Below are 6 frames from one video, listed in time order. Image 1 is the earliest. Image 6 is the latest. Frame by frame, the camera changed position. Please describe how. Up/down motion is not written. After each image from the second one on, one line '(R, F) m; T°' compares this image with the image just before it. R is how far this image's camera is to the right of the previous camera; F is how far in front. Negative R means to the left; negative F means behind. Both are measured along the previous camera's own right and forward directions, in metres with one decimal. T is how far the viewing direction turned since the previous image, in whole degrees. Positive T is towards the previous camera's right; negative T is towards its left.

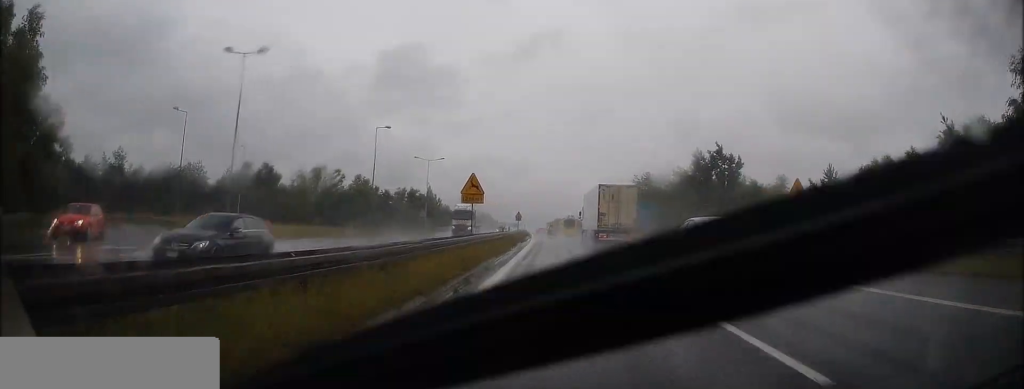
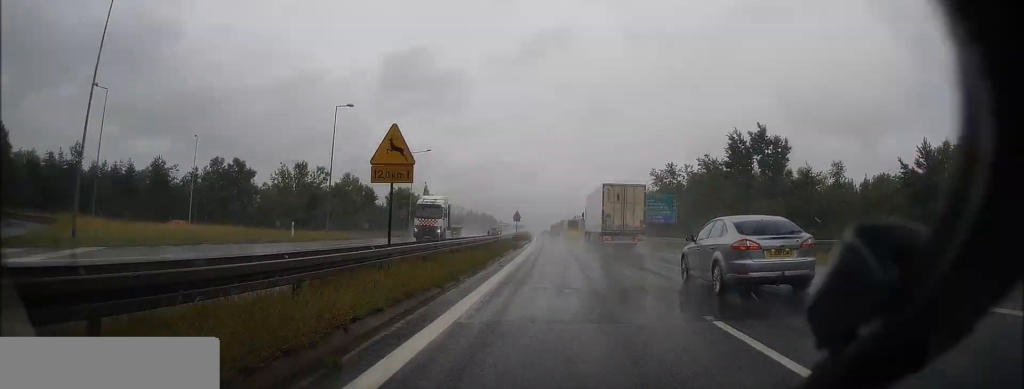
(0.0, +12.2) m; -1°
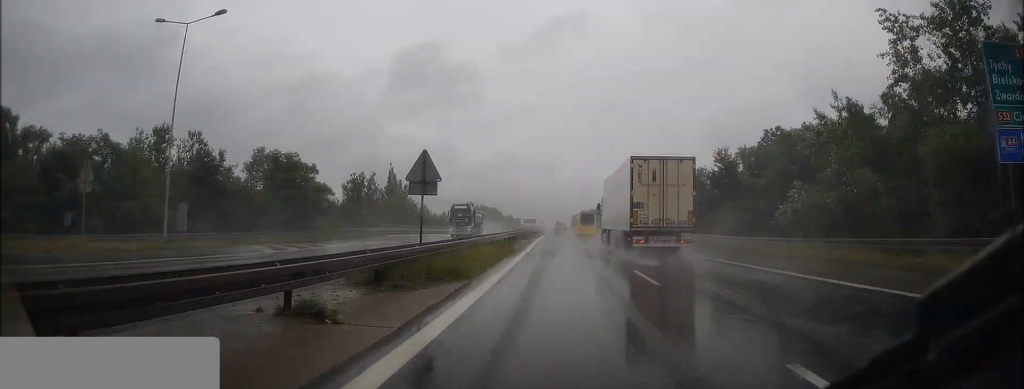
(-0.5, +52.0) m; -1°
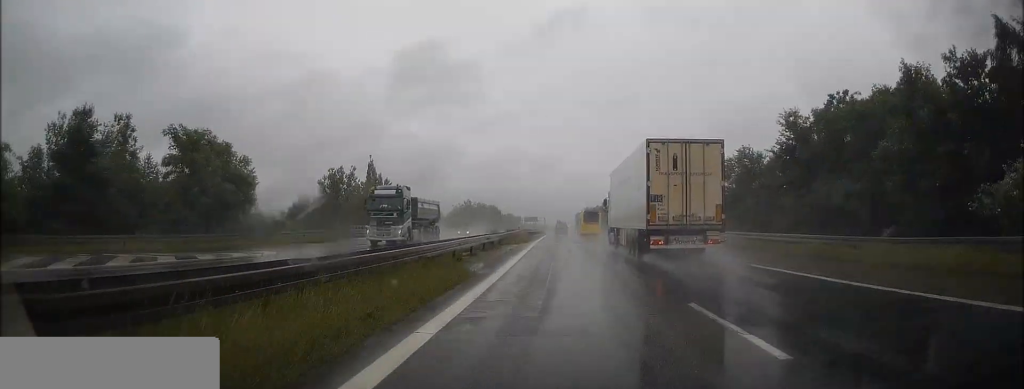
(-0.2, +16.0) m; 0°
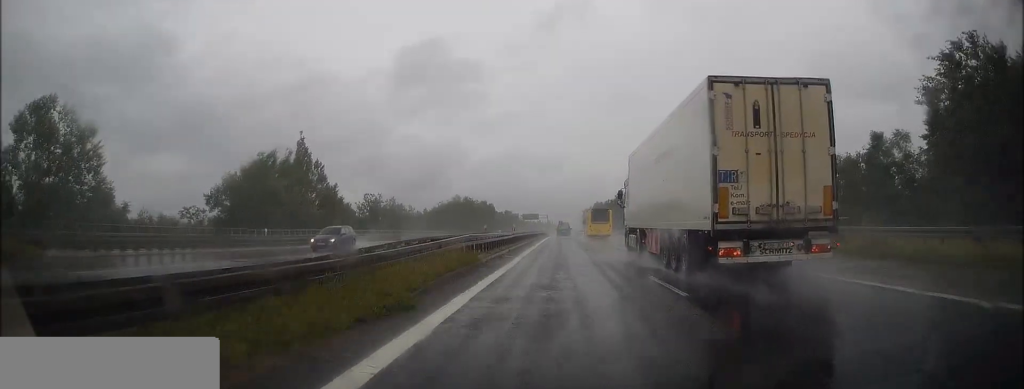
(-0.1, +33.5) m; -1°
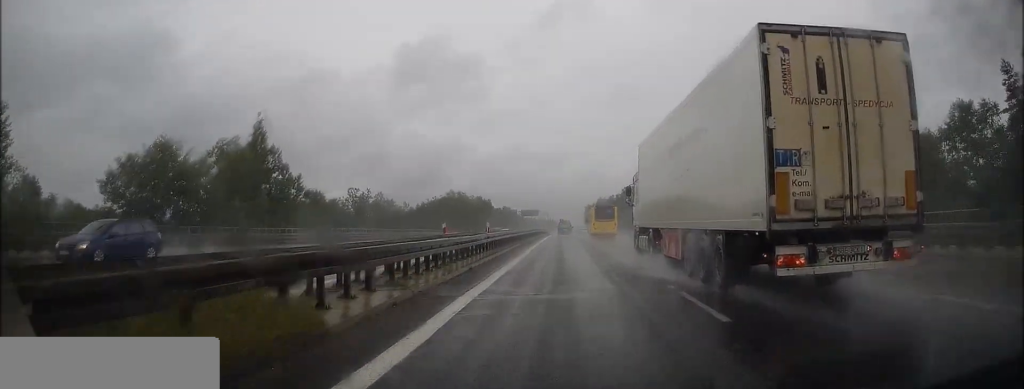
(-0.1, +13.0) m; 0°
